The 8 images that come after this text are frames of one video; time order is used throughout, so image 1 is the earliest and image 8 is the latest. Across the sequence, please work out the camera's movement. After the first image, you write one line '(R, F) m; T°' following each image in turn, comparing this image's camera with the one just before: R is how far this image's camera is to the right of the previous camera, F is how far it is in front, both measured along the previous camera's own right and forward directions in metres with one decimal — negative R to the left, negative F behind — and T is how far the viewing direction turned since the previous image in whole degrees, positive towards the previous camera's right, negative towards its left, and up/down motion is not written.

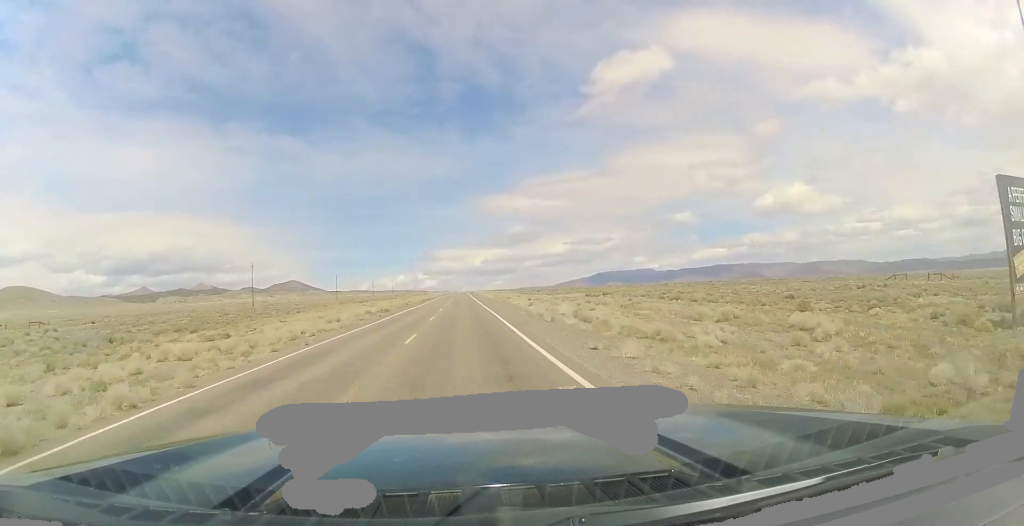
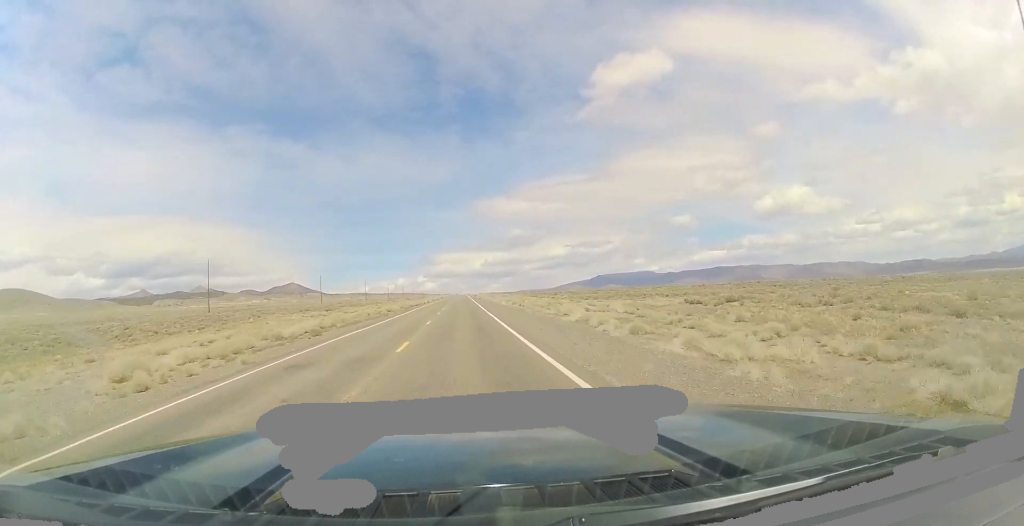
(-0.4, +29.0) m; -1°
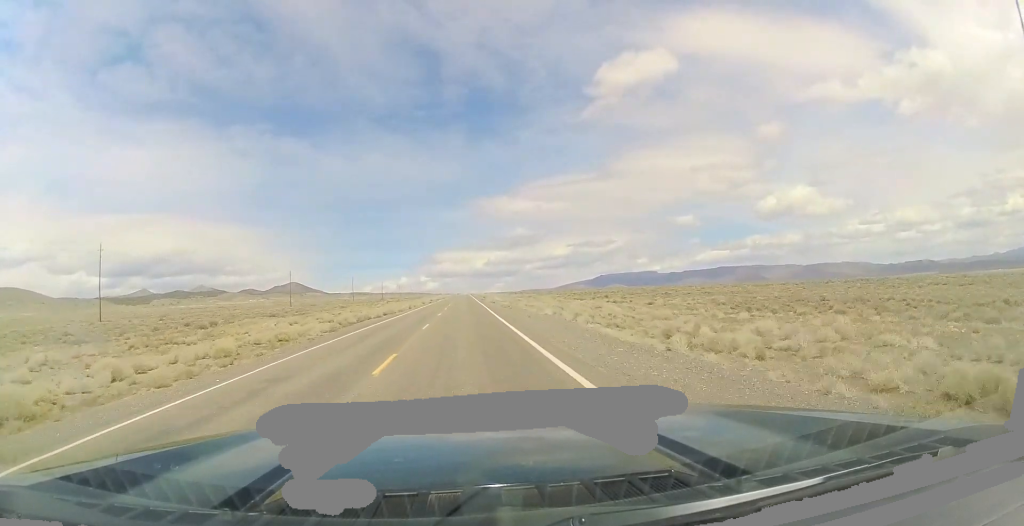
(-0.3, +44.9) m; 0°
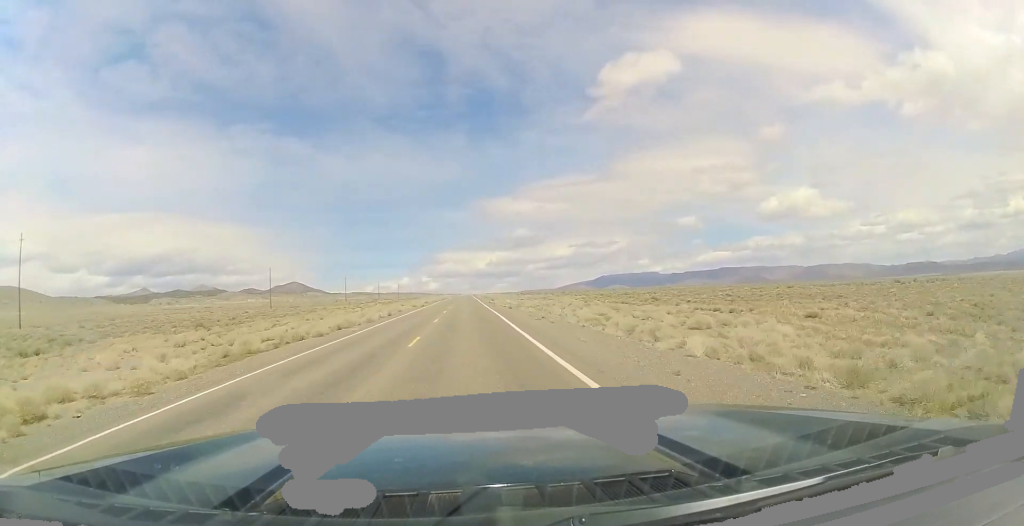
(+0.2, +21.4) m; 0°
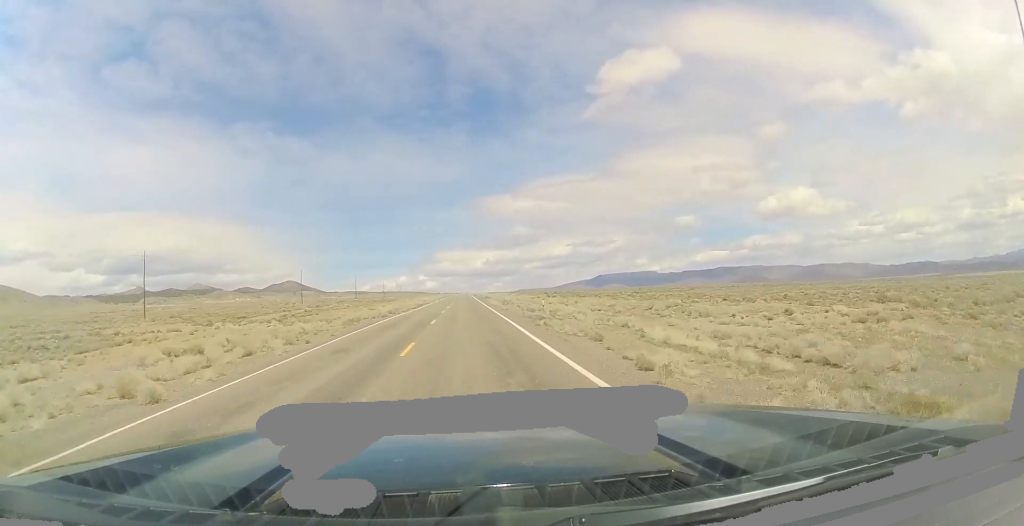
(-0.3, +70.7) m; 0°
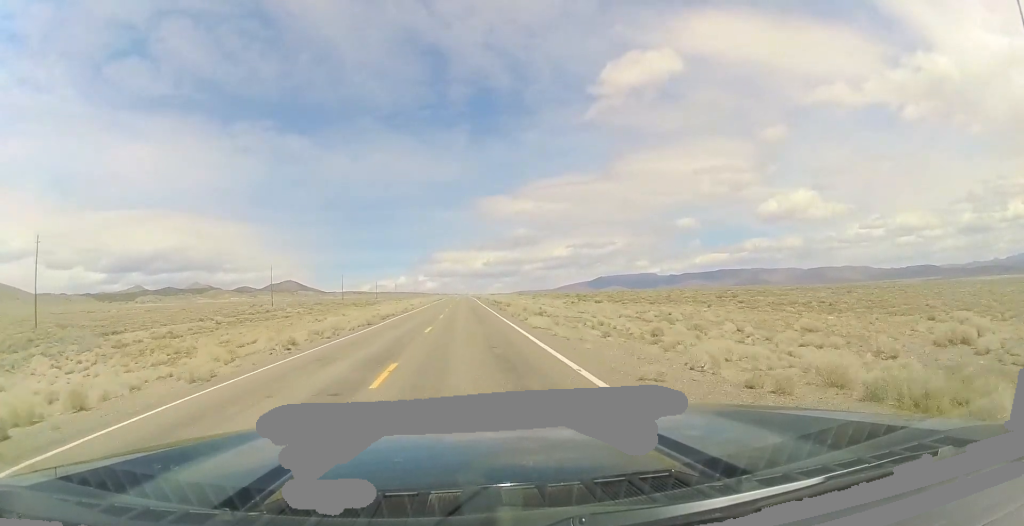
(0.0, +32.2) m; 0°
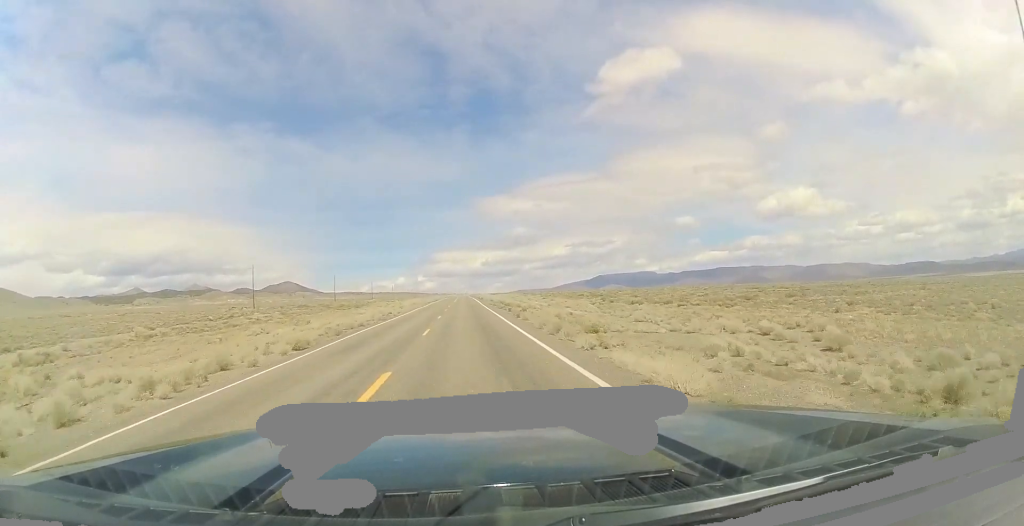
(0.0, +15.0) m; 0°
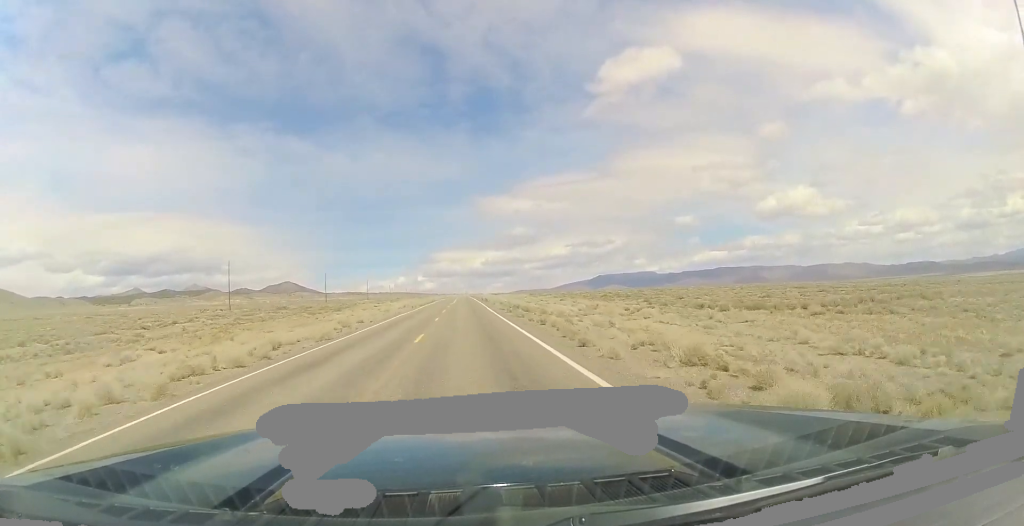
(-0.1, +17.2) m; +1°
